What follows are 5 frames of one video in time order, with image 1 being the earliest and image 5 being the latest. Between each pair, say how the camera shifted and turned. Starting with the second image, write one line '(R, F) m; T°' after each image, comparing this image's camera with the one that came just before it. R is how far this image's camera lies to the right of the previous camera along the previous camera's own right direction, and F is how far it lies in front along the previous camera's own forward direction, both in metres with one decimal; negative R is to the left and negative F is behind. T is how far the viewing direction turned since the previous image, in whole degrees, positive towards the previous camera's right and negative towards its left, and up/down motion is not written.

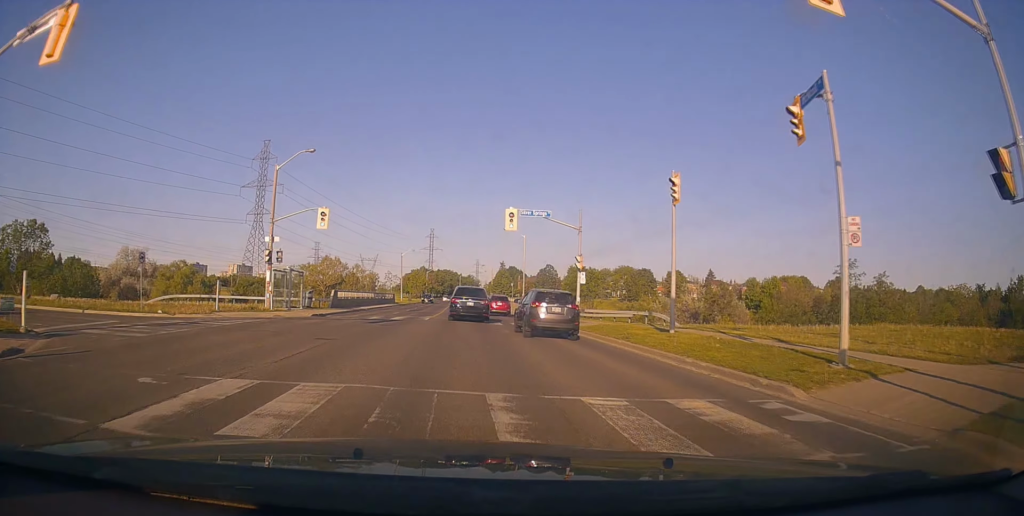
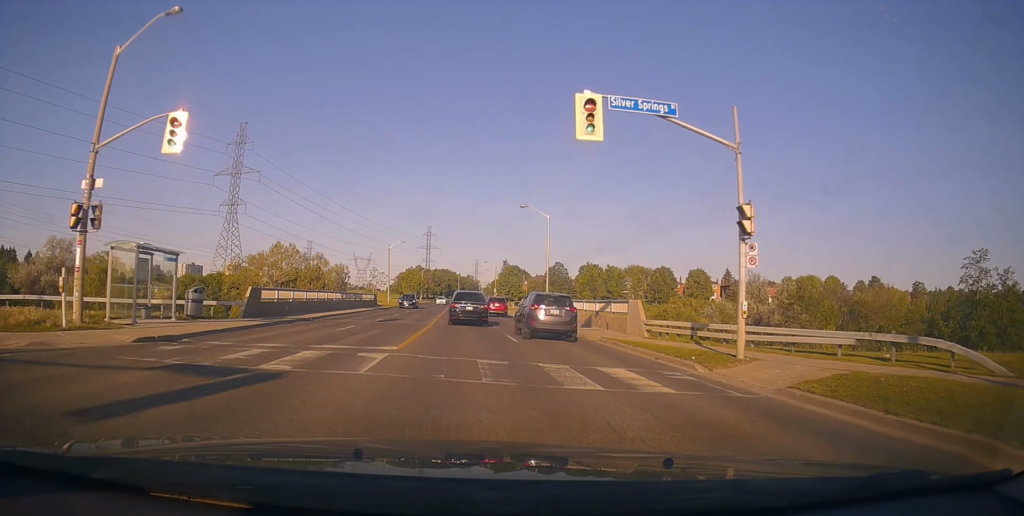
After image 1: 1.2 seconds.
(+0.1, +18.3) m; 0°
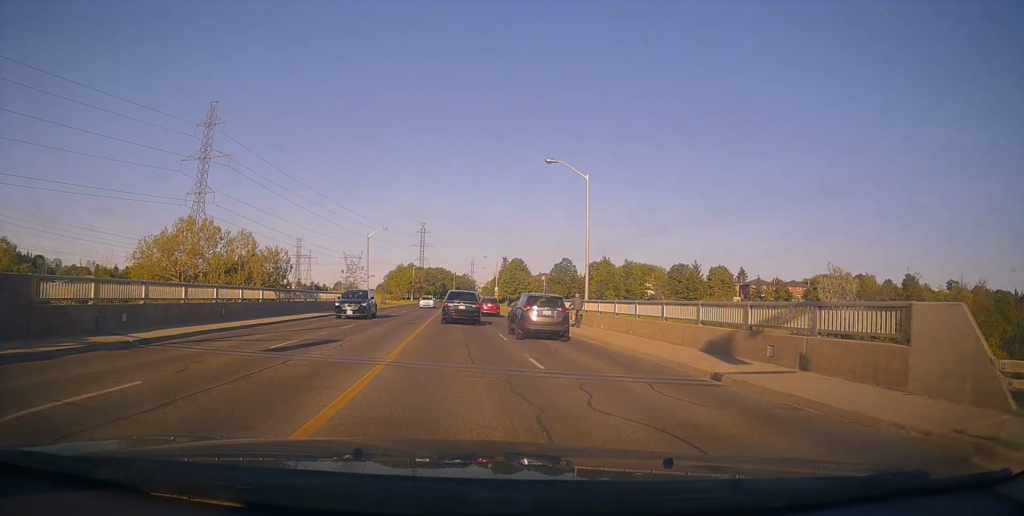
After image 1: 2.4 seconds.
(-0.1, +16.8) m; -1°
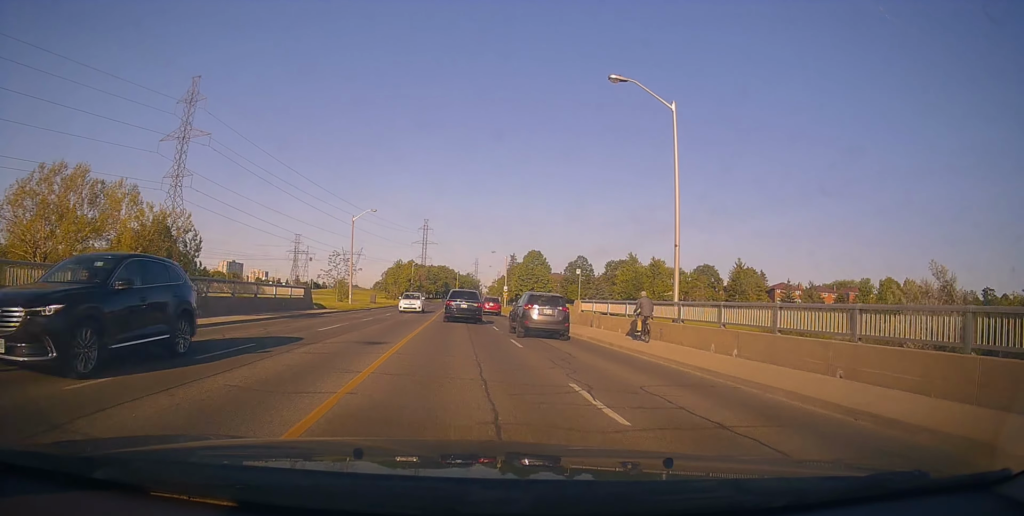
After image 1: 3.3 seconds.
(-0.2, +13.3) m; 0°
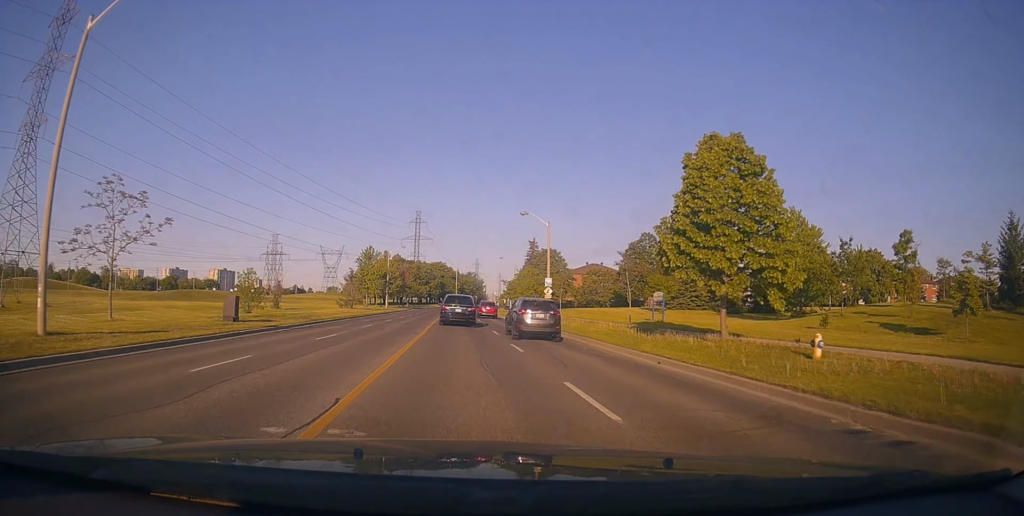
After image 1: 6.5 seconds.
(+1.4, +44.7) m; +3°
